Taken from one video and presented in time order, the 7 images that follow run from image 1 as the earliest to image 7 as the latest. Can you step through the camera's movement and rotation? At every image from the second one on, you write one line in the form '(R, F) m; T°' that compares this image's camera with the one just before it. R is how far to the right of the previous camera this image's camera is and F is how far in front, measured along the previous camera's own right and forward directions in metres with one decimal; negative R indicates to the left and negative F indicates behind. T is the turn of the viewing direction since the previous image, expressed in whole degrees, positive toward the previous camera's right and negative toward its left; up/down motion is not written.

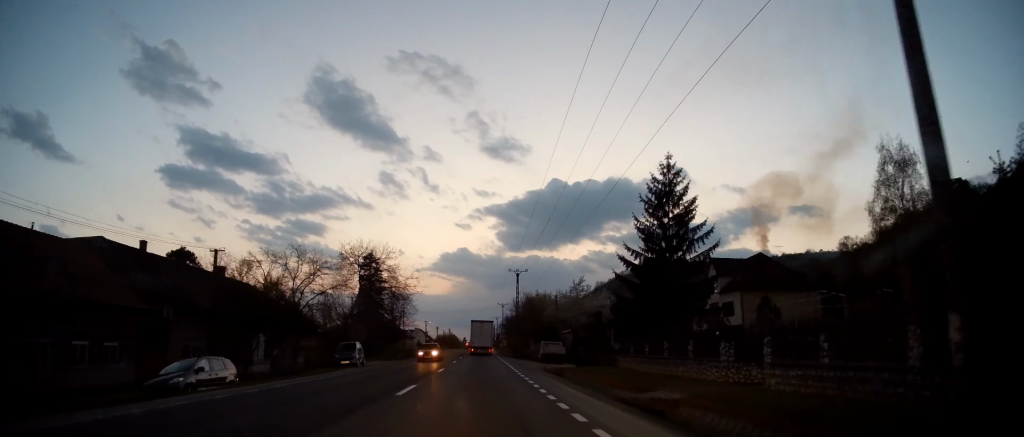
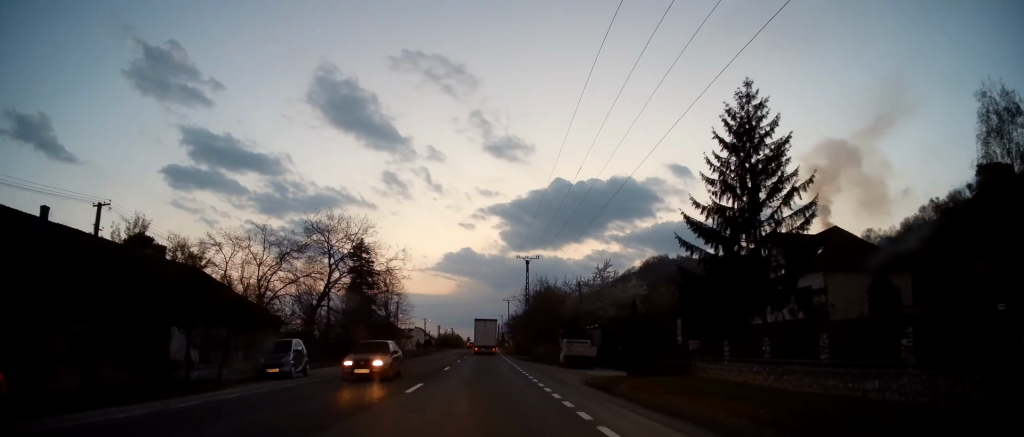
(-0.1, +11.4) m; 0°
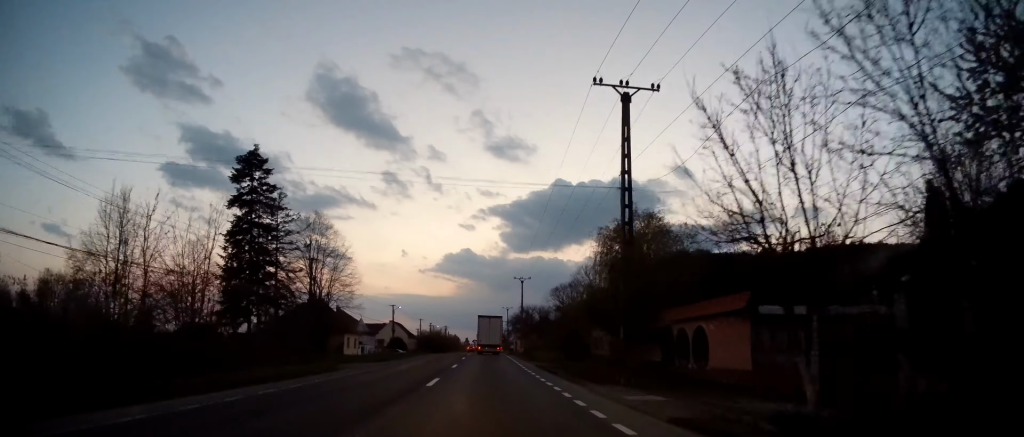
(-0.1, +46.0) m; 0°
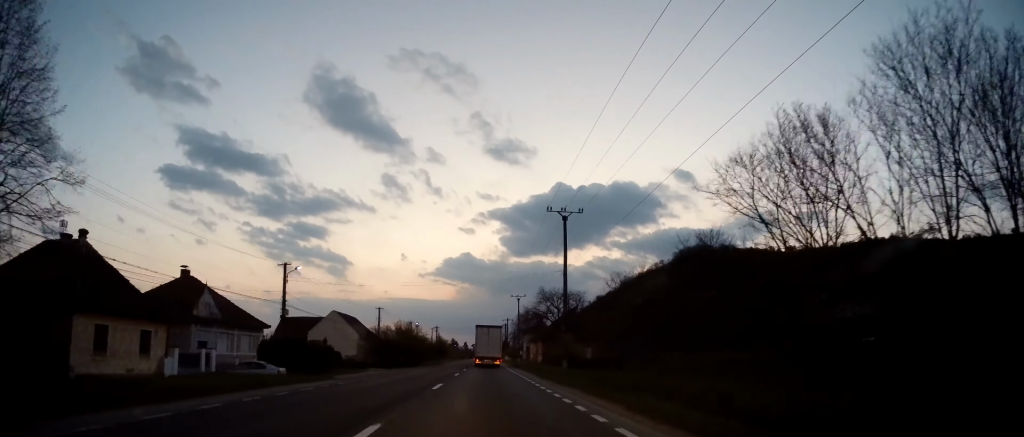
(0.0, +46.9) m; 0°
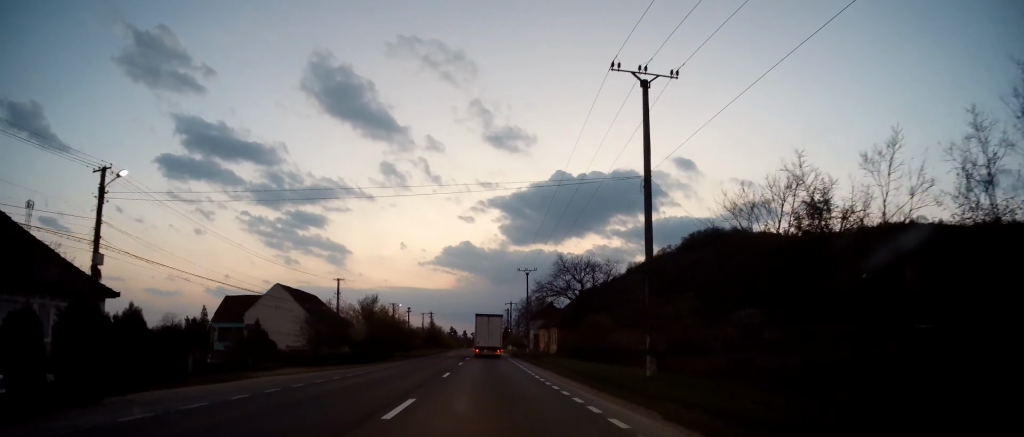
(+0.1, +20.7) m; 0°
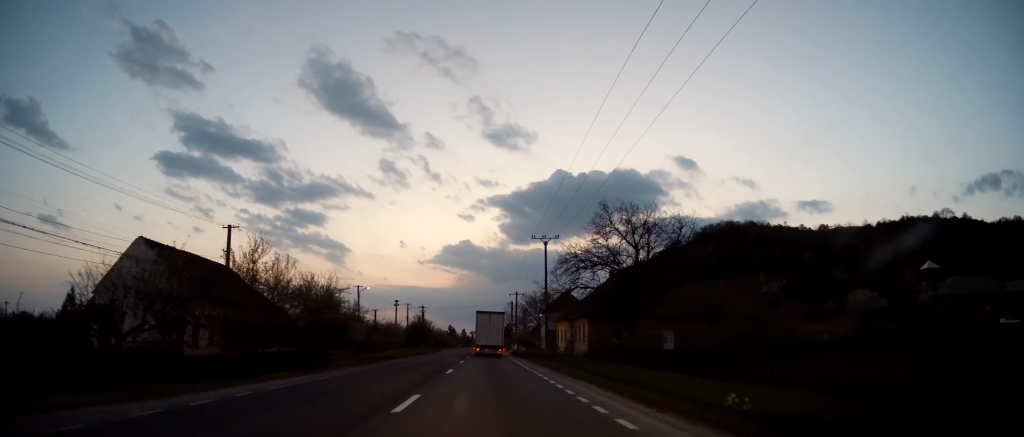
(-0.2, +23.4) m; -1°
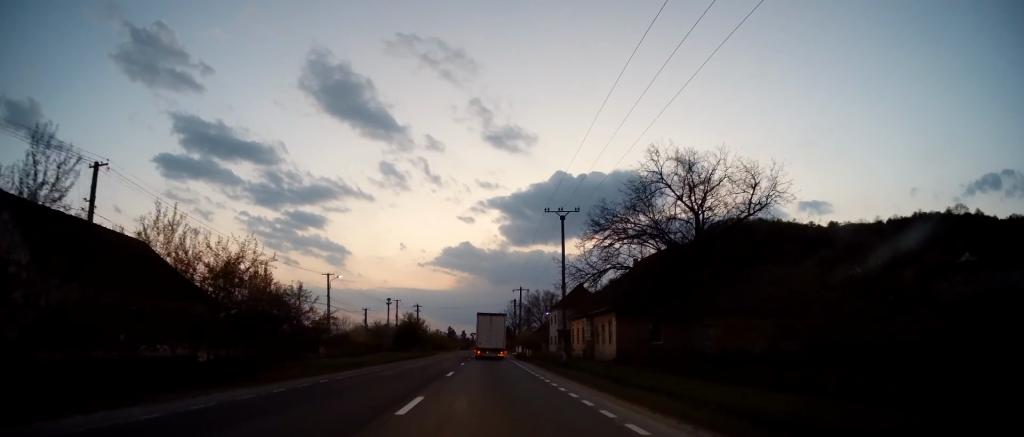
(-0.1, +12.0) m; 0°
